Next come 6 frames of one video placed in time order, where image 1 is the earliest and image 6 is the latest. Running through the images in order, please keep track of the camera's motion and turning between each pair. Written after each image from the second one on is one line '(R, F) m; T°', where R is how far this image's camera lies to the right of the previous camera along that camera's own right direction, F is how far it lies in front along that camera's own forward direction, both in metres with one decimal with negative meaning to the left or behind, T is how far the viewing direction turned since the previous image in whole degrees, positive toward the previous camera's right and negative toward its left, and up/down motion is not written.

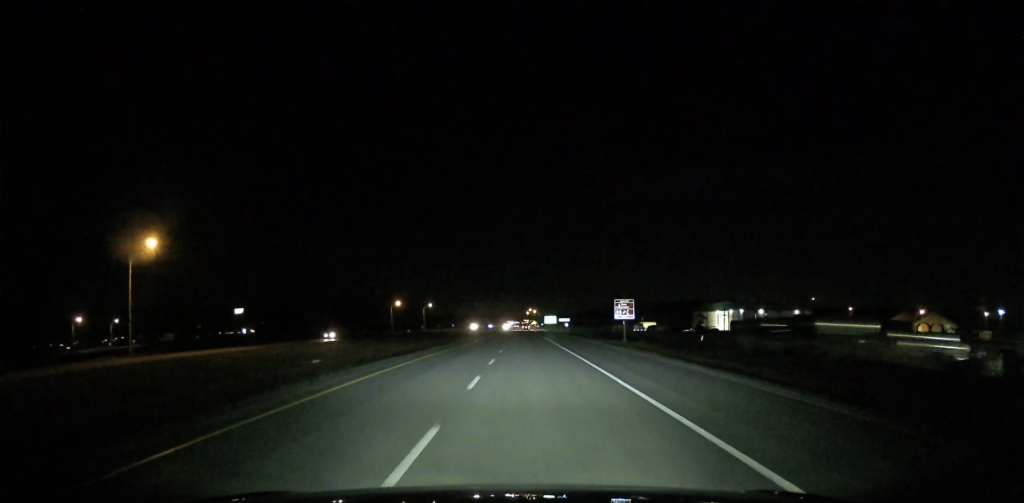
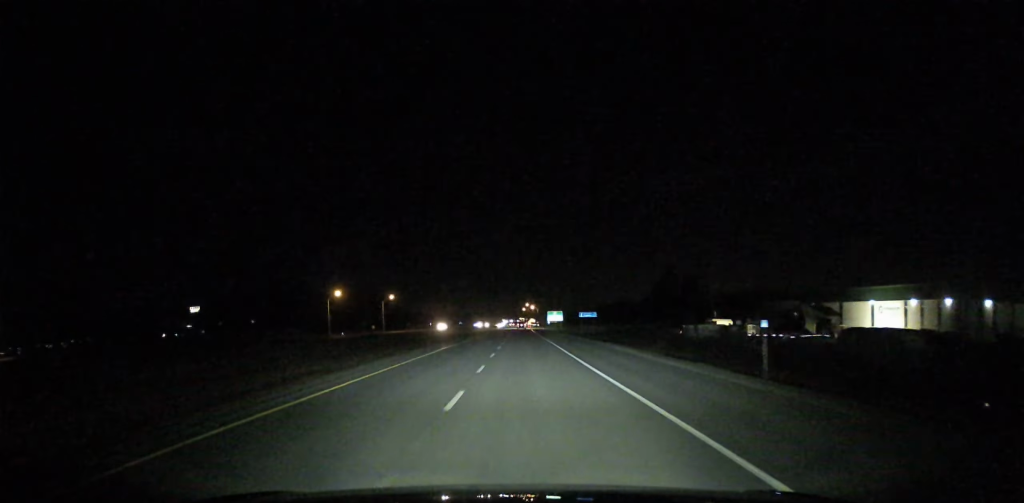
(0.0, +91.1) m; 0°
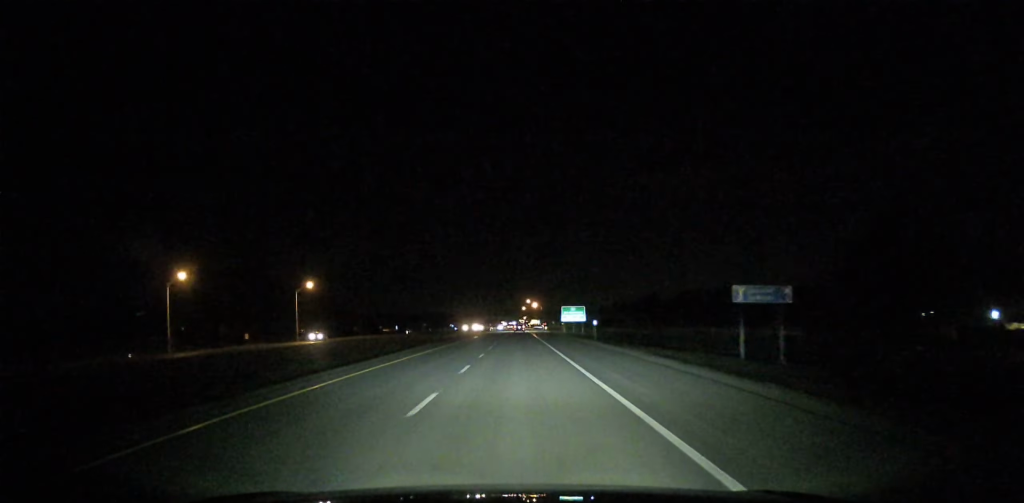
(-0.1, +97.2) m; 0°
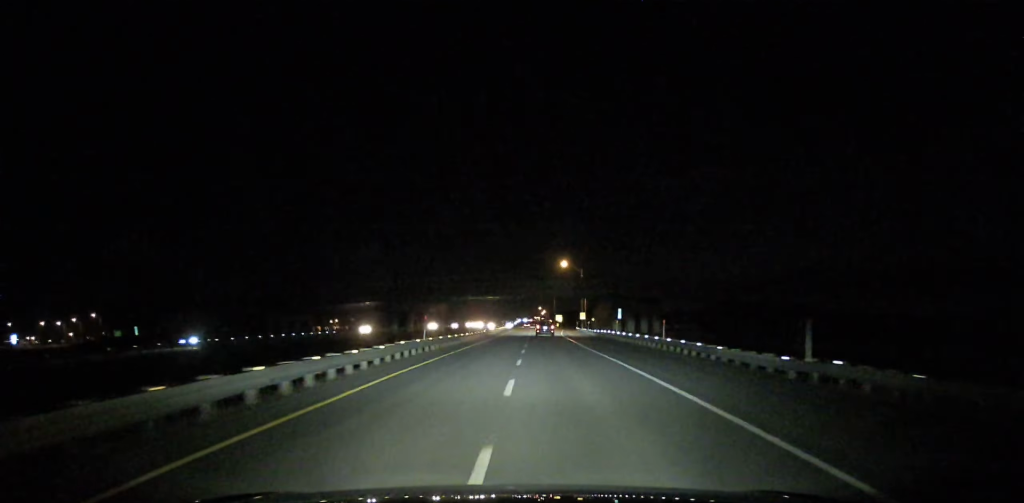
(-1.2, +190.4) m; 0°
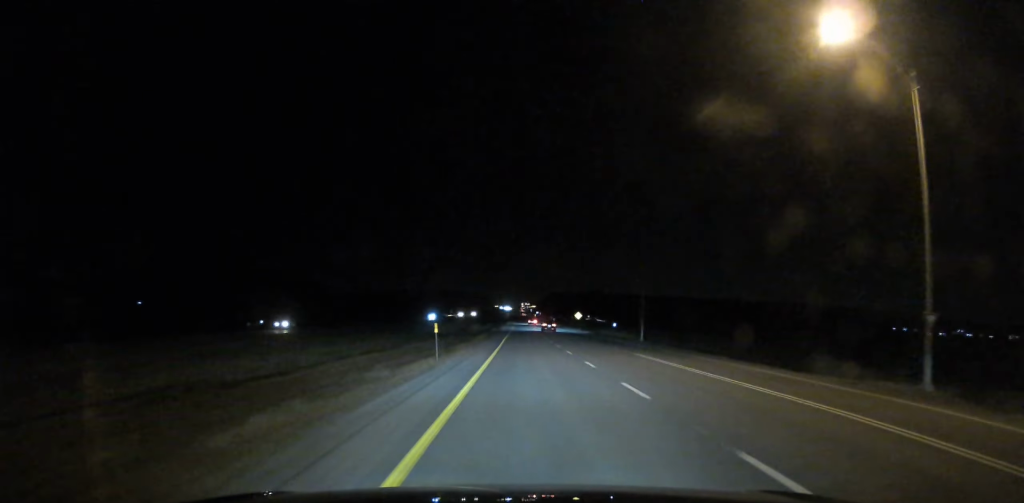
(+4.7, +593.1) m; +1°
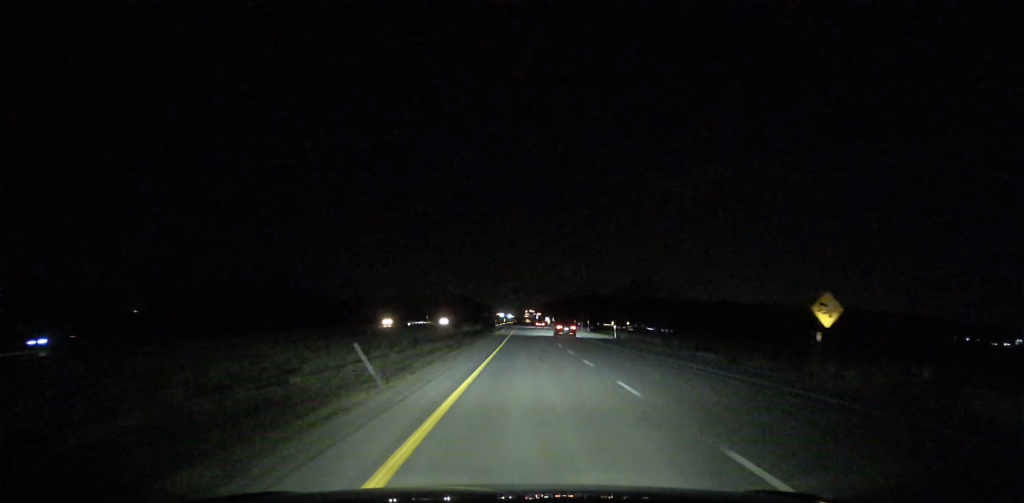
(-0.1, +124.6) m; 0°
